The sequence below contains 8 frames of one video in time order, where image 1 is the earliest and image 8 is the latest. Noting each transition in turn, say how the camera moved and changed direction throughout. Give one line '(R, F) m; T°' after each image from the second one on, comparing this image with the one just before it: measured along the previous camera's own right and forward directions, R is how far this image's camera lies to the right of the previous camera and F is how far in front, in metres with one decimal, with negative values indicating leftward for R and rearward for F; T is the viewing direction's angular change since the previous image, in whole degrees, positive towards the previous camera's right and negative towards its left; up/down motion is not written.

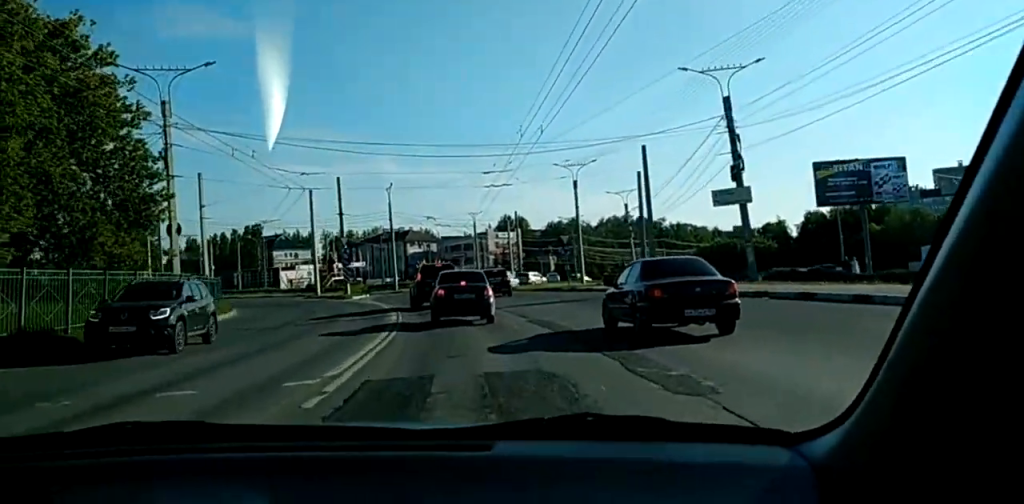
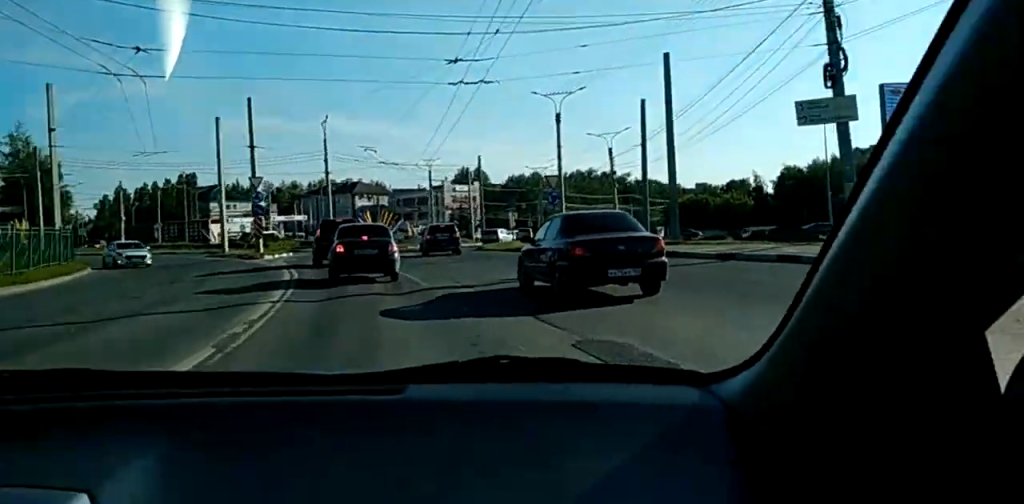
(-0.1, +13.2) m; -4°
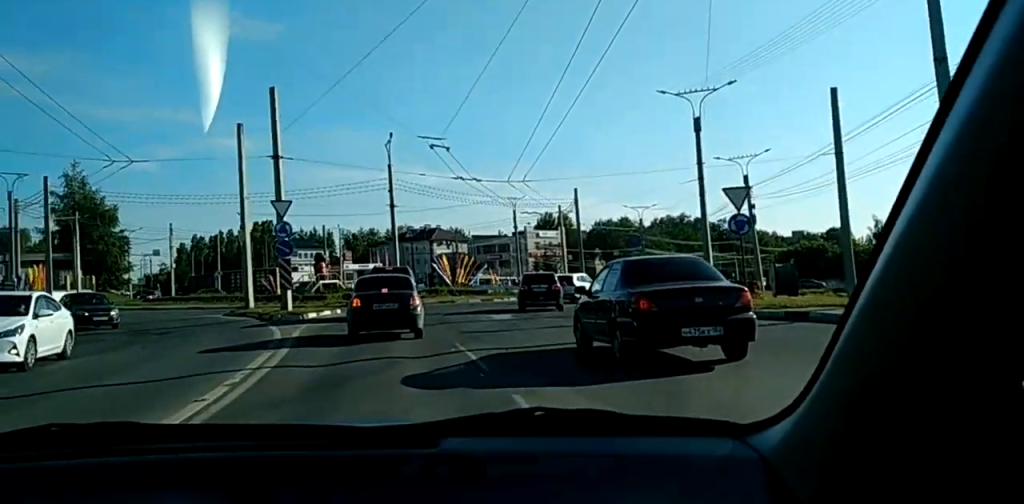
(-0.7, +14.8) m; -2°
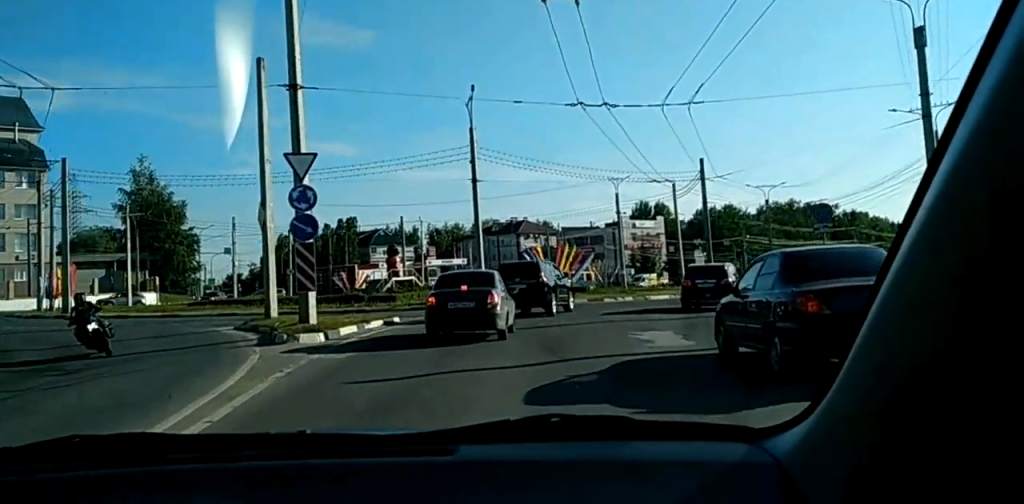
(+0.1, +11.6) m; -1°
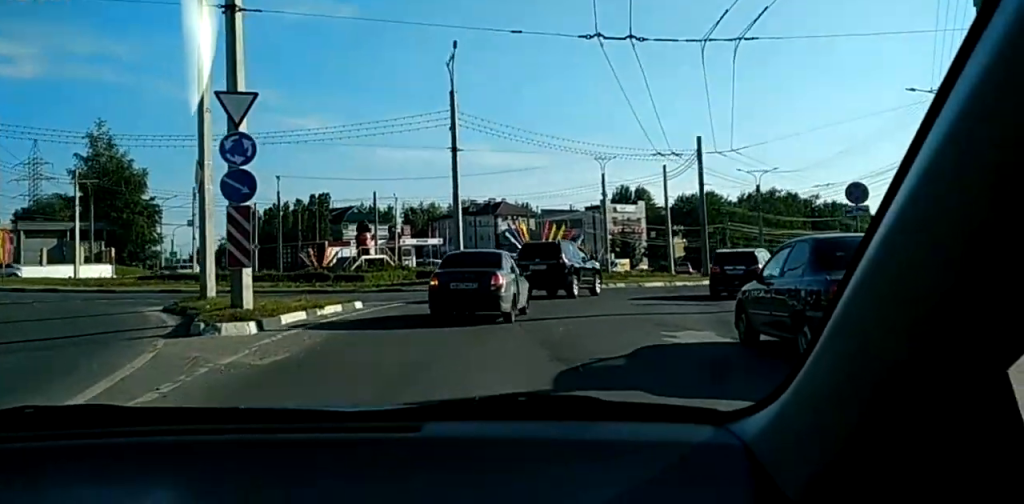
(0.0, +3.9) m; 0°
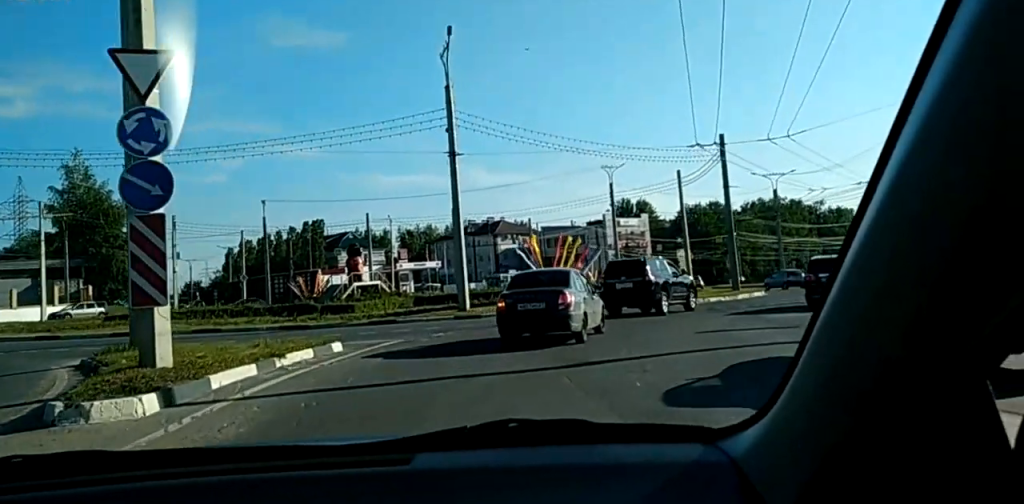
(-0.1, +4.6) m; +1°
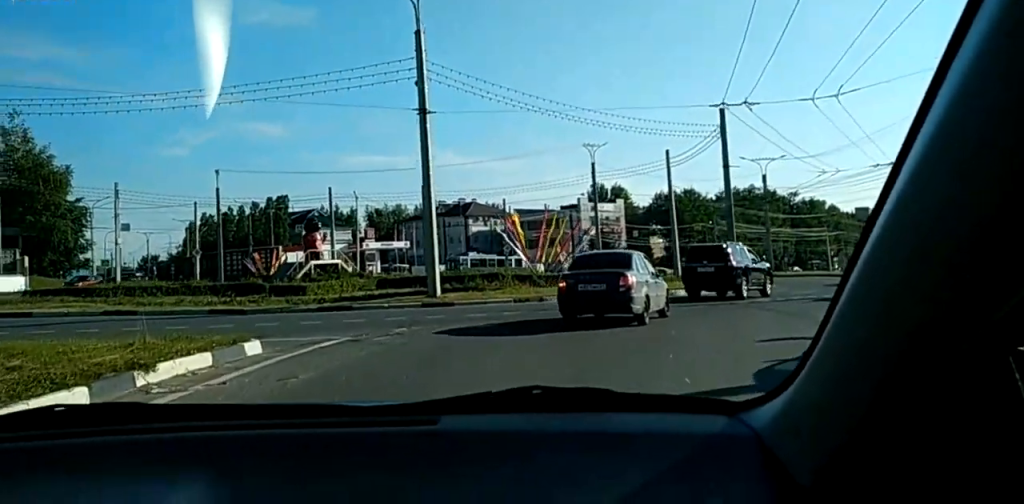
(+0.2, +4.3) m; 0°
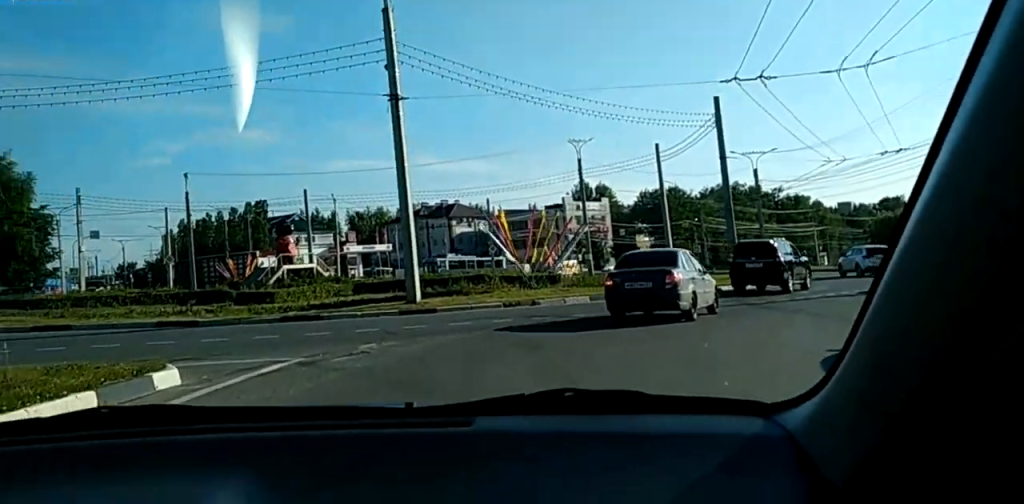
(0.0, +2.4) m; 0°
